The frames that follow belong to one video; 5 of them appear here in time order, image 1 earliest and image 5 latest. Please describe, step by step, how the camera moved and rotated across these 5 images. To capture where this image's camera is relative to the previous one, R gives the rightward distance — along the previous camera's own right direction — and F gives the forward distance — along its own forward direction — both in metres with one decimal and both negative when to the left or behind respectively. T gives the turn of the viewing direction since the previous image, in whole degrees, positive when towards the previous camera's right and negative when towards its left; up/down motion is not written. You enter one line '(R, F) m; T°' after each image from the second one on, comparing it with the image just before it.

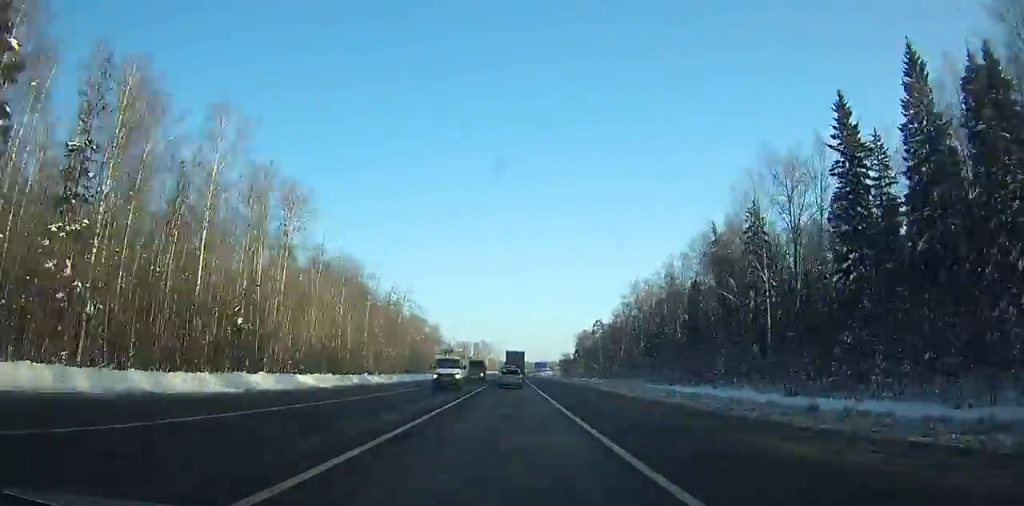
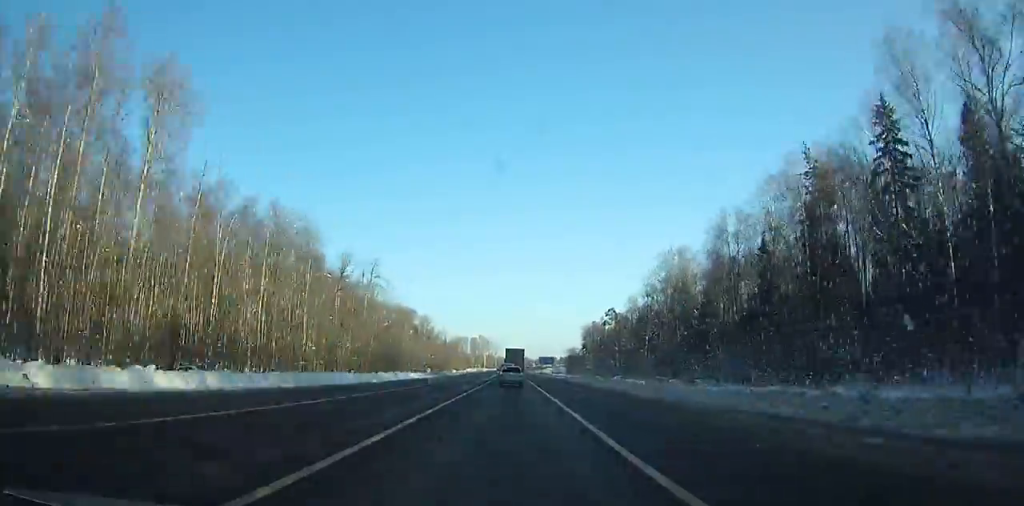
(0.0, +36.0) m; 0°
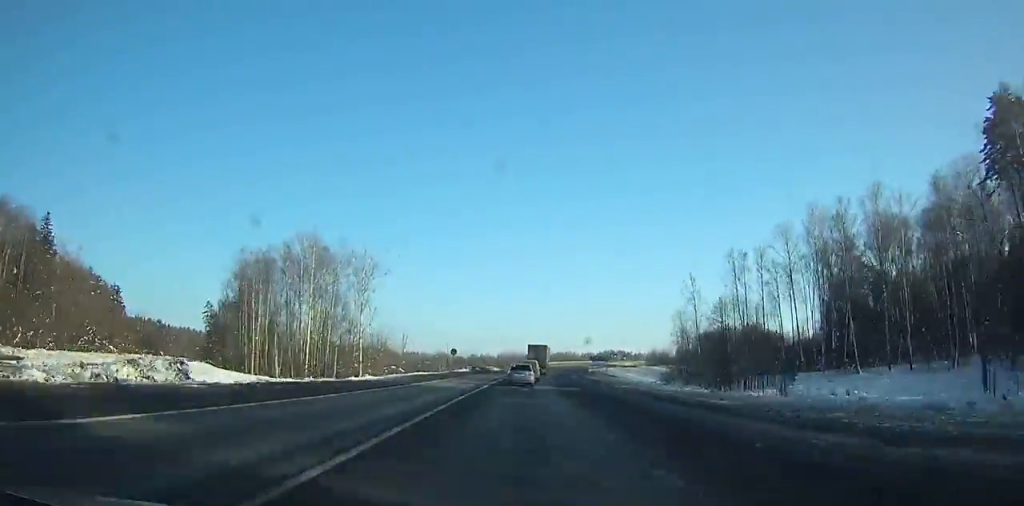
(+6.1, +330.5) m; +7°
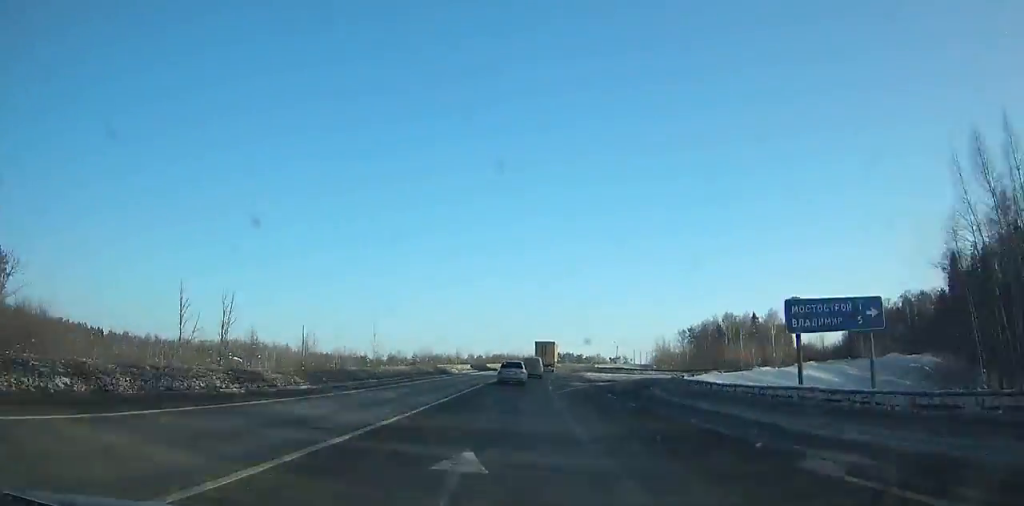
(+6.2, +98.6) m; +7°
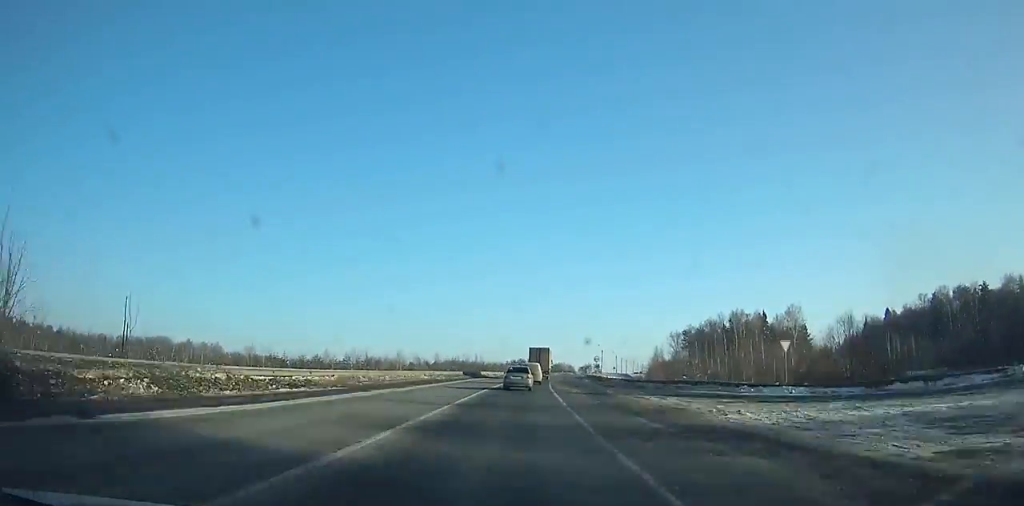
(+1.5, +50.8) m; +3°
